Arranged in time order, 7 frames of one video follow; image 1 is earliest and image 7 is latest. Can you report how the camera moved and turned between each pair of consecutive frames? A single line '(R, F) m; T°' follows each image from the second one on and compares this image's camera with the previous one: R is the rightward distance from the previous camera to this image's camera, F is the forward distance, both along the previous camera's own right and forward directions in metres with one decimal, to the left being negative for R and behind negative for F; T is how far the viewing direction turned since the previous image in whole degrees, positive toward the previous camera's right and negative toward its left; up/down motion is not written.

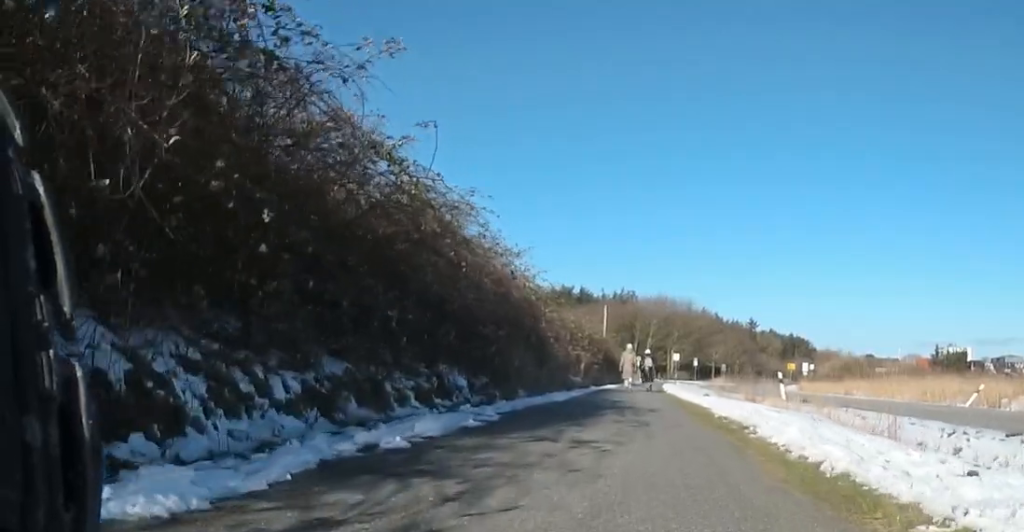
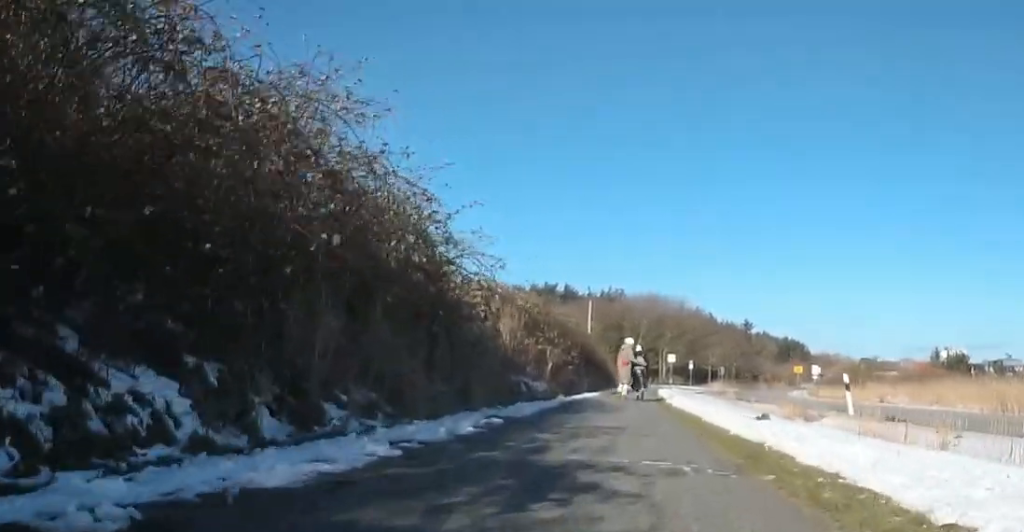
(+0.9, +11.9) m; 0°
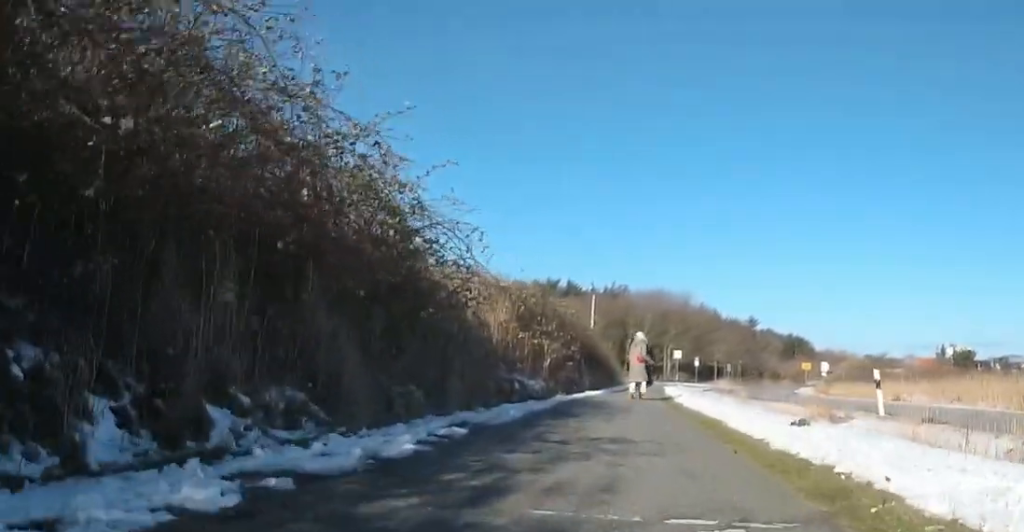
(-0.2, +2.3) m; -1°
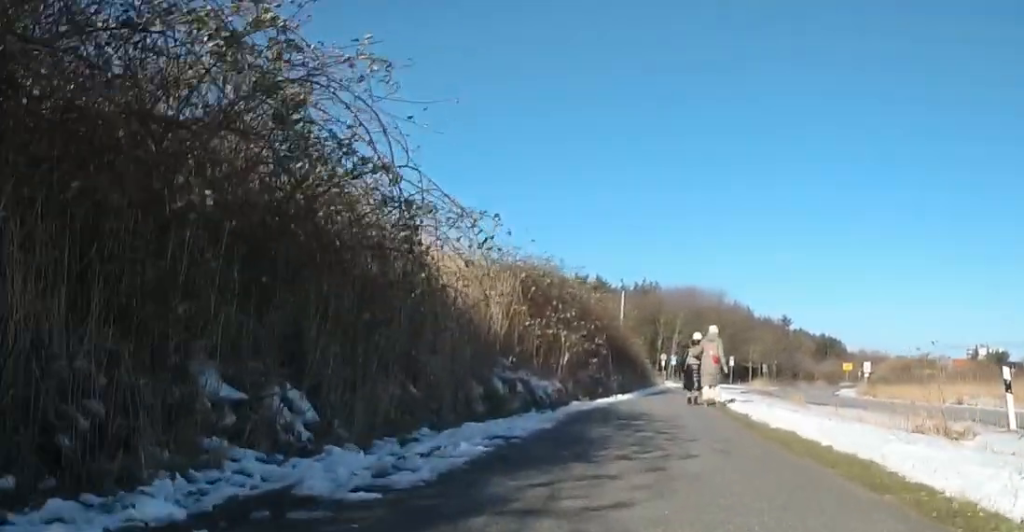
(-0.2, +5.1) m; +4°
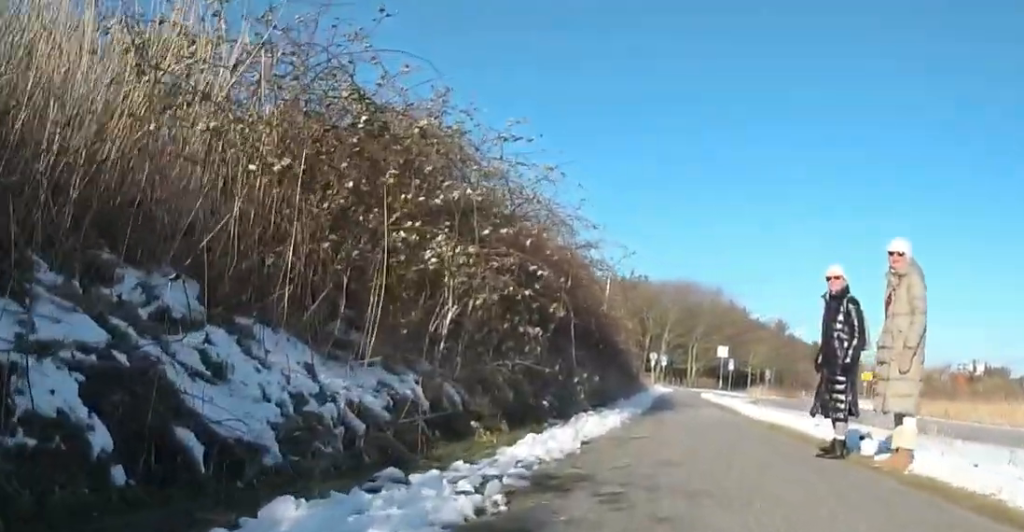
(+1.0, +12.6) m; +1°
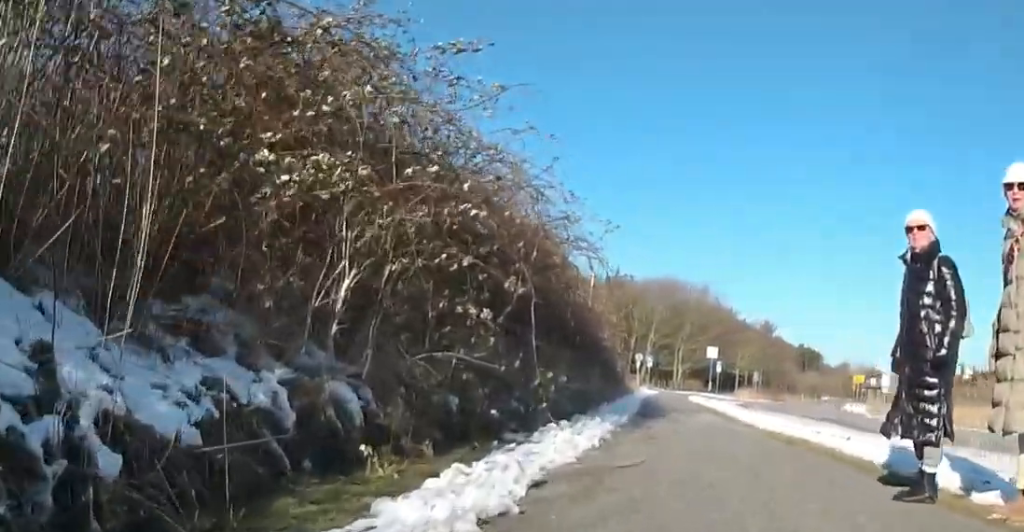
(0.0, +2.3) m; -1°
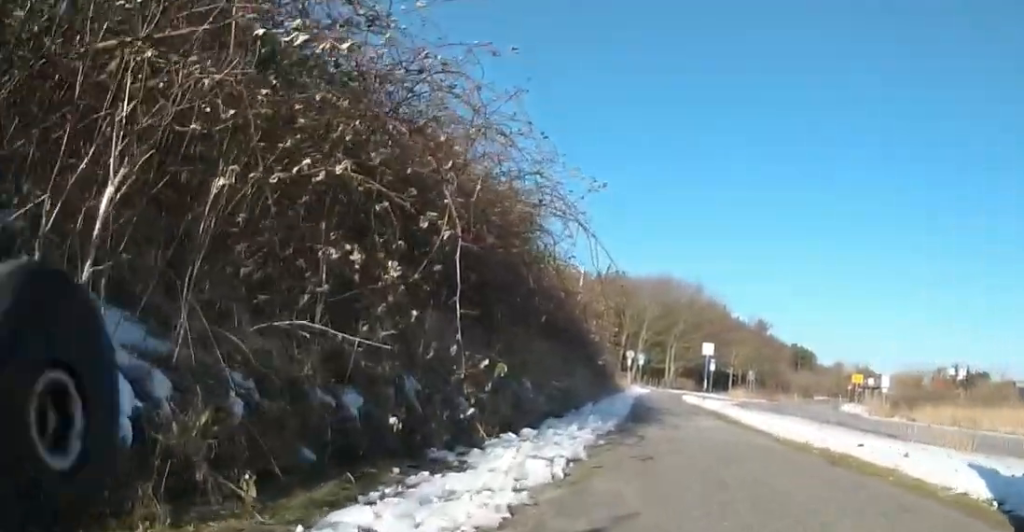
(0.0, +2.3) m; 0°
